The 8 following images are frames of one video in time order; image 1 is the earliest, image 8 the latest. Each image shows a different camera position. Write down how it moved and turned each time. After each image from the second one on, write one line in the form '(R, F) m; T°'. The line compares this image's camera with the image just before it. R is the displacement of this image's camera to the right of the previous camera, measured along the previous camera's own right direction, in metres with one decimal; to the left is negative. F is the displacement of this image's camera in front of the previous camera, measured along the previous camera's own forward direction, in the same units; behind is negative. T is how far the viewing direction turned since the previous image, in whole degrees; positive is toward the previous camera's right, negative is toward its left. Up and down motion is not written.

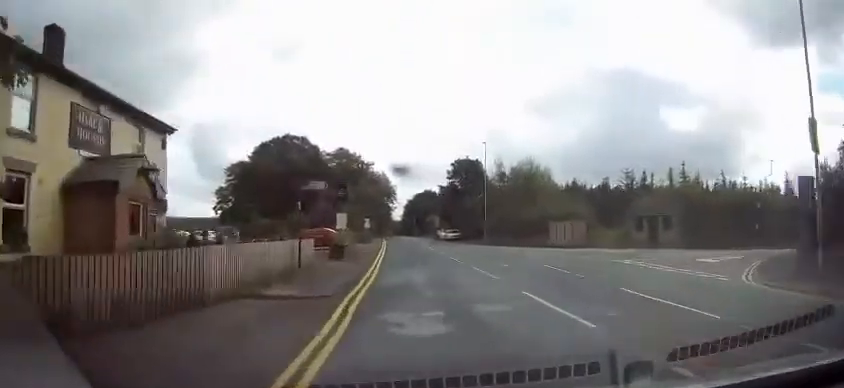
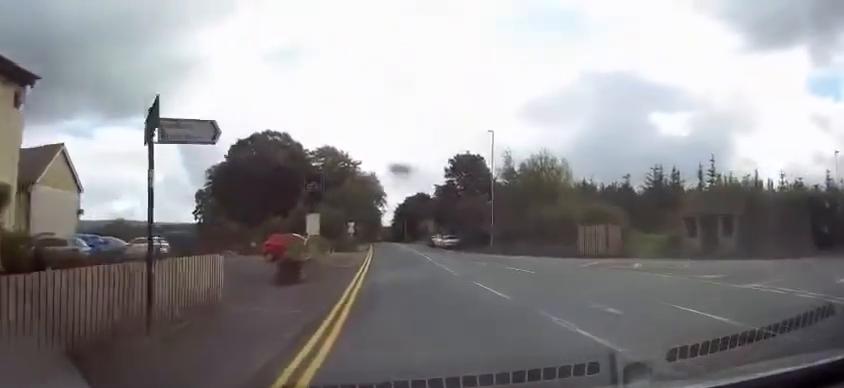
(+1.0, +10.1) m; +10°
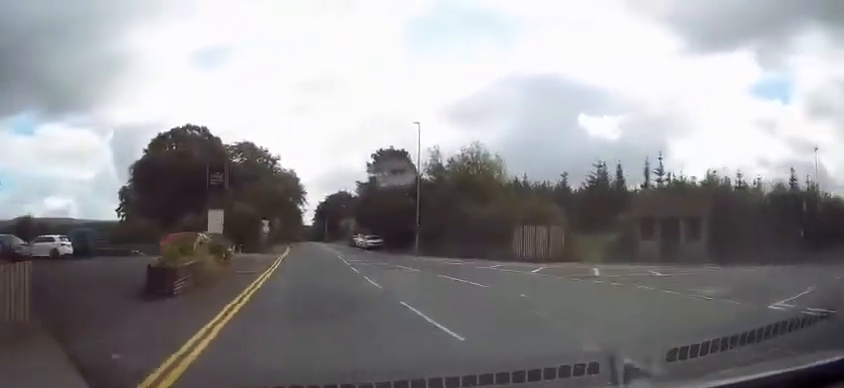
(+0.2, +4.3) m; +9°
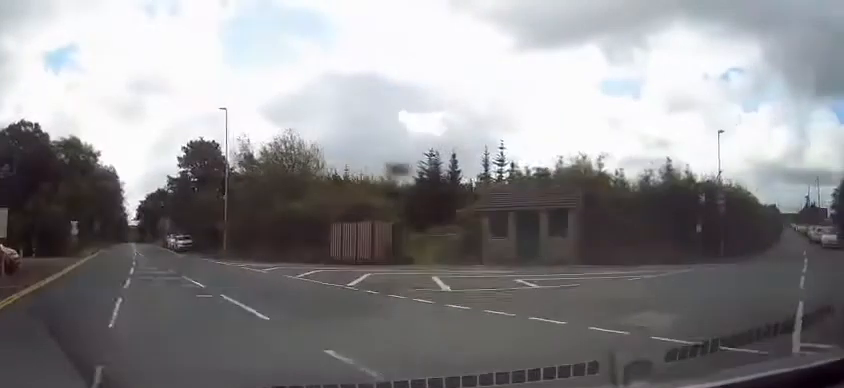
(+0.7, +5.6) m; +18°
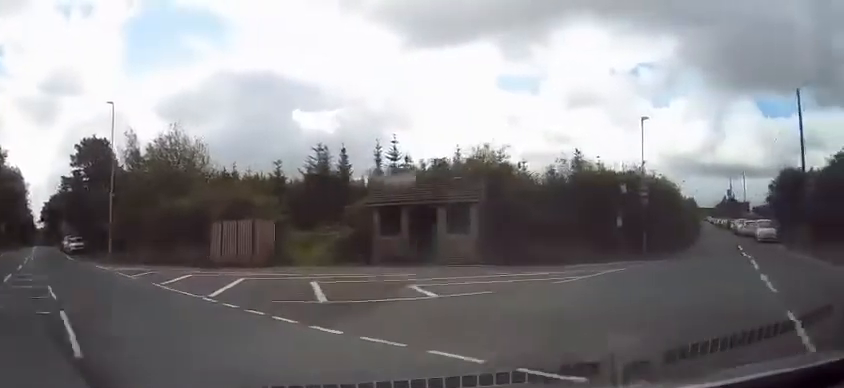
(-0.1, +2.7) m; +10°
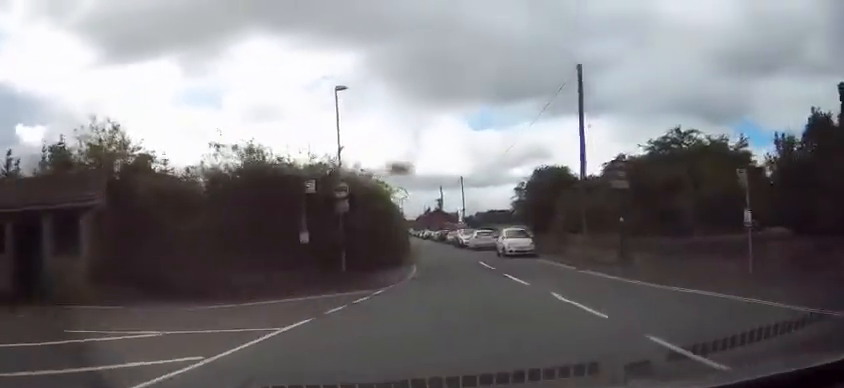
(+2.3, +7.8) m; +20°
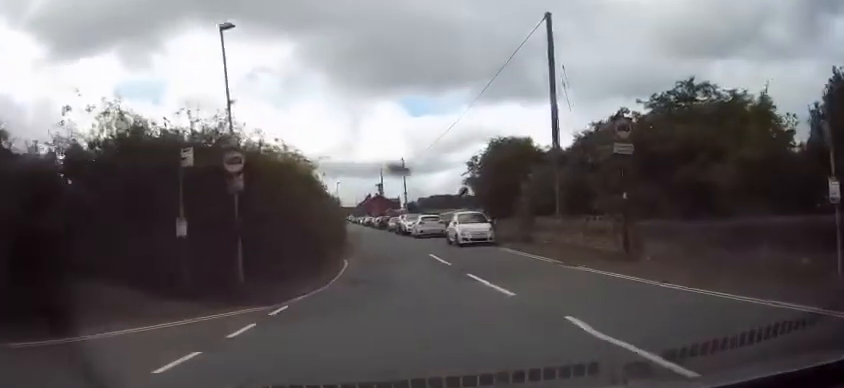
(+0.2, +5.3) m; -2°
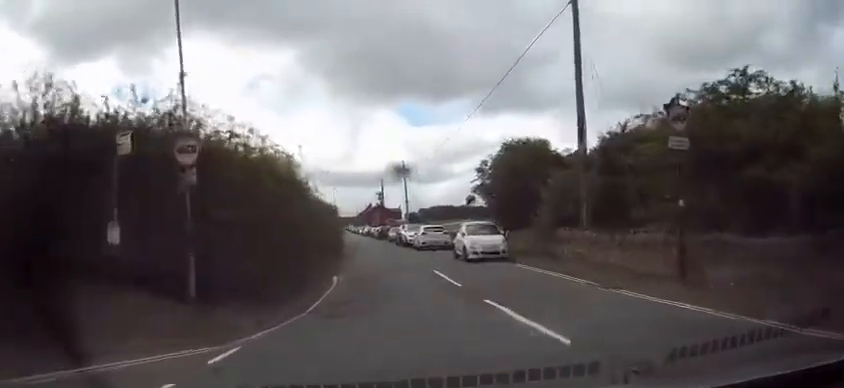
(-0.1, +3.2) m; -1°
